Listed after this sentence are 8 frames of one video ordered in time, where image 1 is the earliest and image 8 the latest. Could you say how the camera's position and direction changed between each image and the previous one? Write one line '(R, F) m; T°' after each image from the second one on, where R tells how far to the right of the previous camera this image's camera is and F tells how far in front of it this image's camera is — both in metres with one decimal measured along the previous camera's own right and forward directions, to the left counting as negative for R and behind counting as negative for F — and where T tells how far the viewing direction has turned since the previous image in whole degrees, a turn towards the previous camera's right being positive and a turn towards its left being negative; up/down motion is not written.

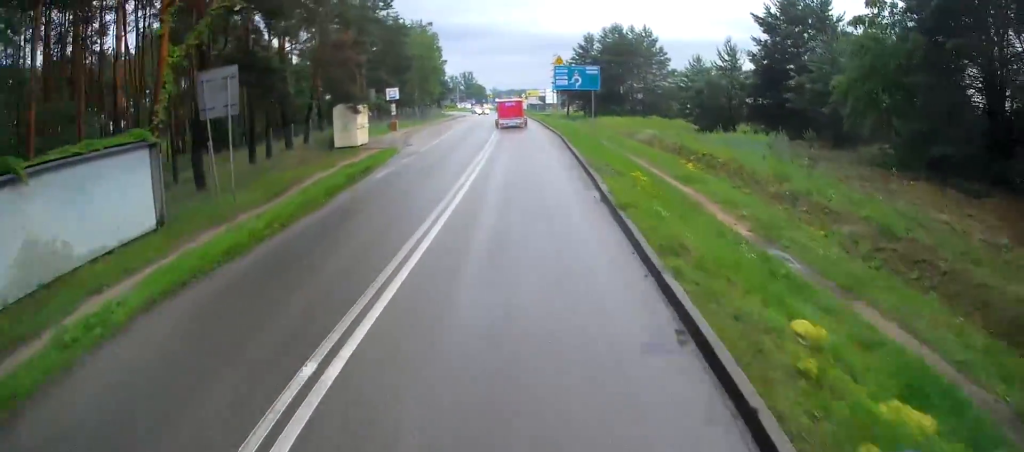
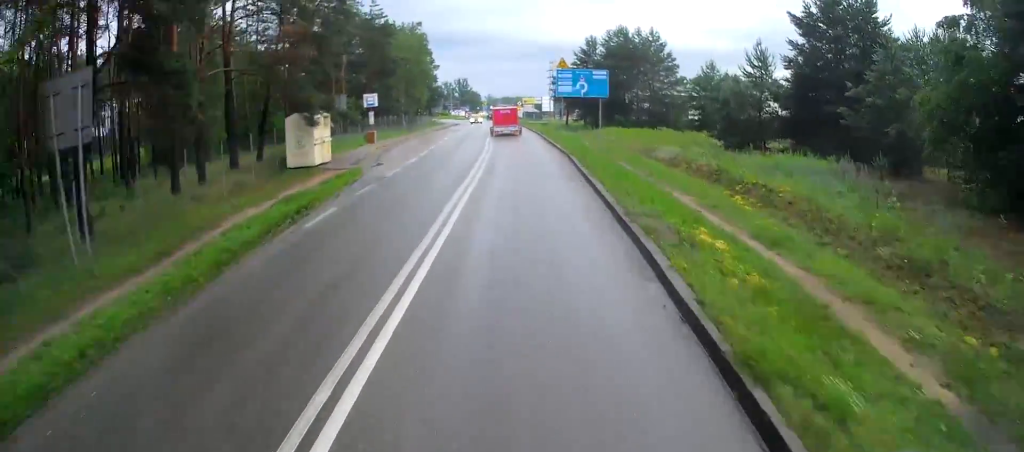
(+0.1, +6.1) m; 0°
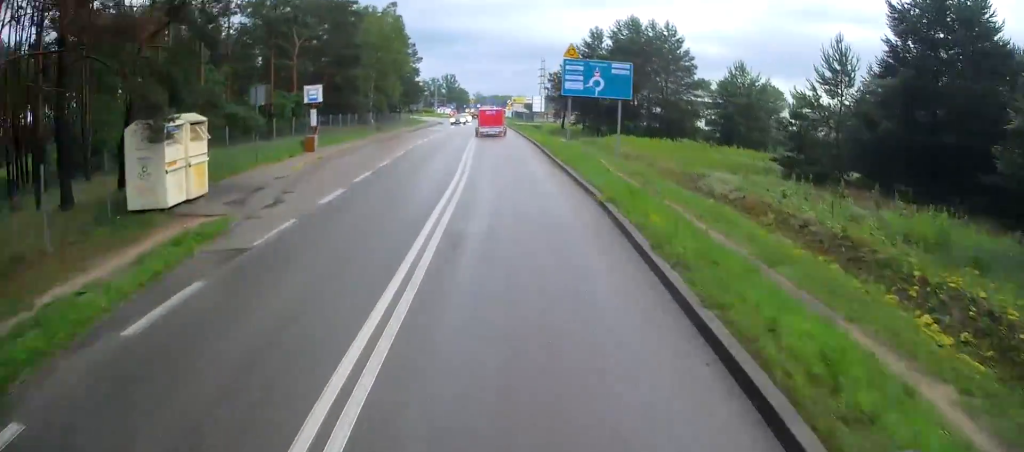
(+0.1, +10.5) m; 0°
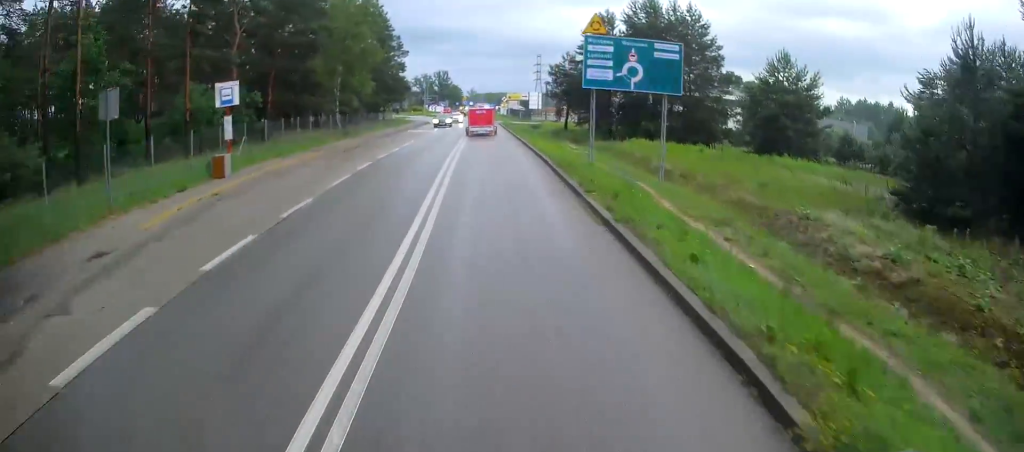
(0.0, +9.6) m; 0°
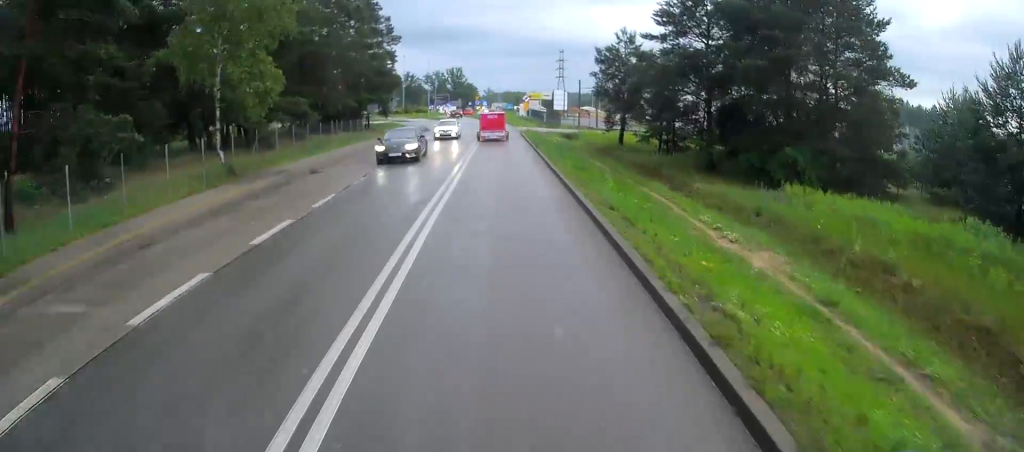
(-0.2, +22.1) m; -2°
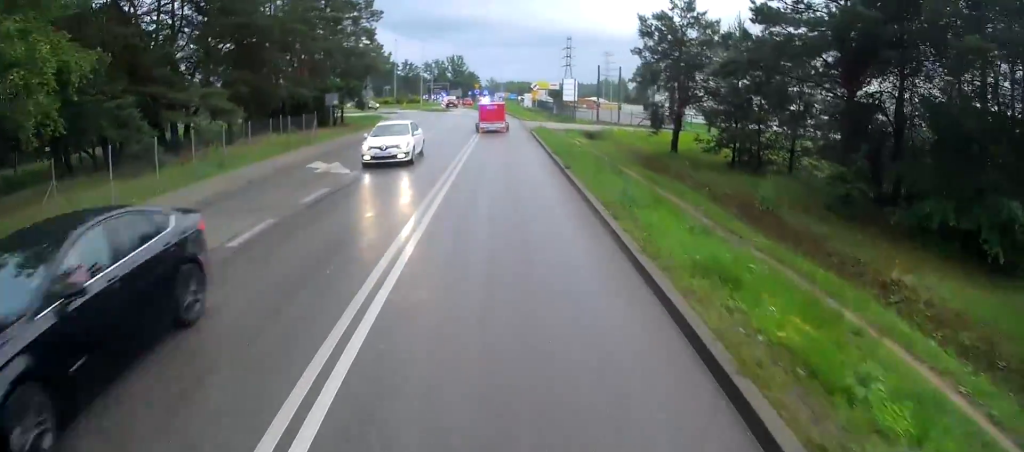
(-0.1, +13.4) m; -2°
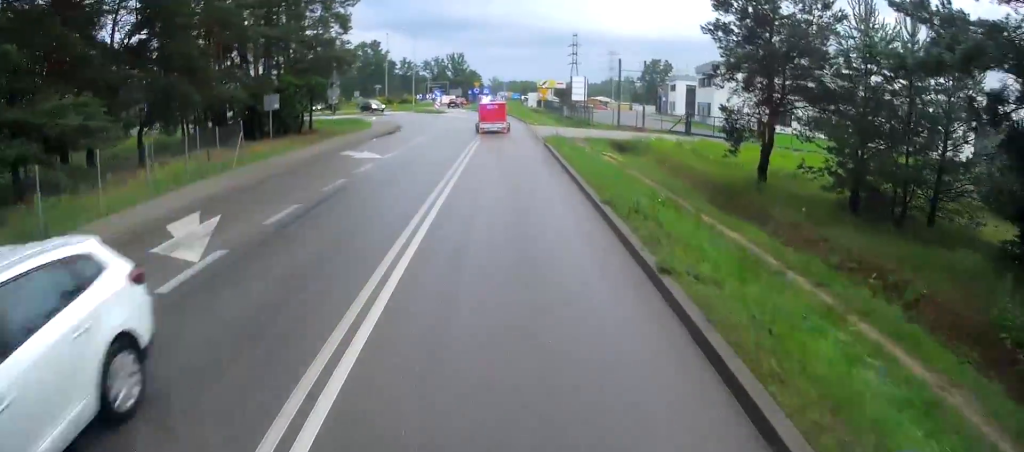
(-0.4, +10.8) m; -1°
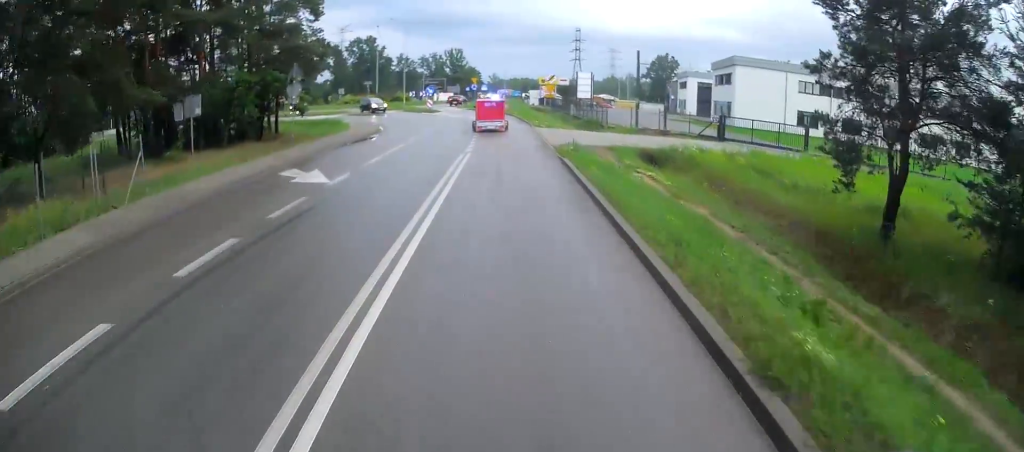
(0.0, +7.7) m; 0°
